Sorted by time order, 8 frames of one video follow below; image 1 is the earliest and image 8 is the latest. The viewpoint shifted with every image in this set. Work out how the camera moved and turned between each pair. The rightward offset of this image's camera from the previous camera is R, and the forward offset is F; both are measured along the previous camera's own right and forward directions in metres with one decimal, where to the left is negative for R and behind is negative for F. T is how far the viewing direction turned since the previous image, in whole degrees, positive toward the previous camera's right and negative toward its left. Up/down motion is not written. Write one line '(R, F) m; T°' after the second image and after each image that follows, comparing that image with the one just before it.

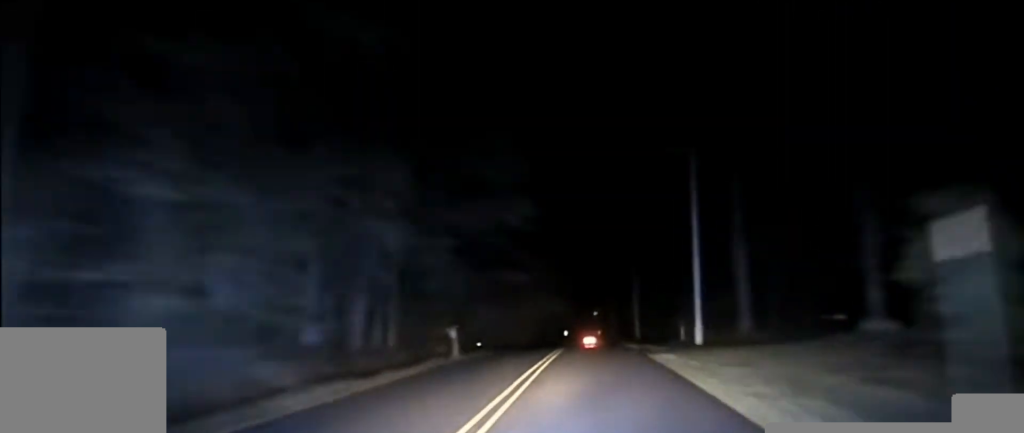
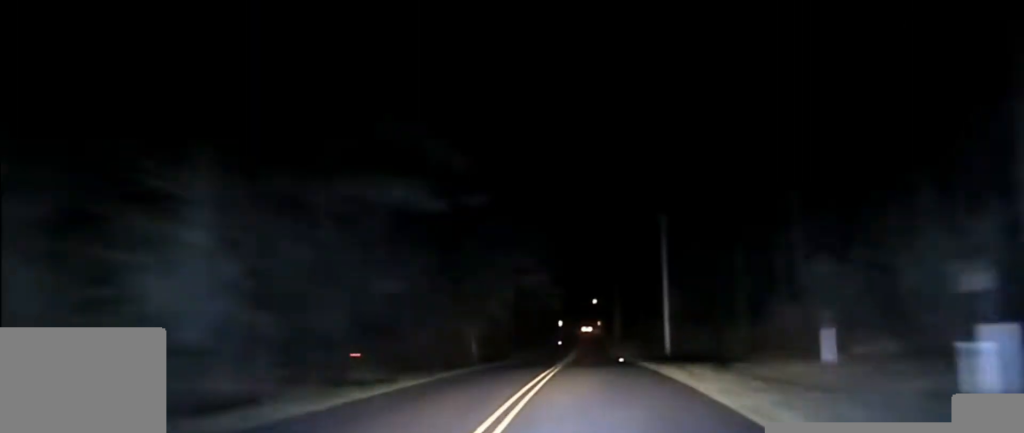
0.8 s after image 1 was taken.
(-0.1, +32.7) m; 0°
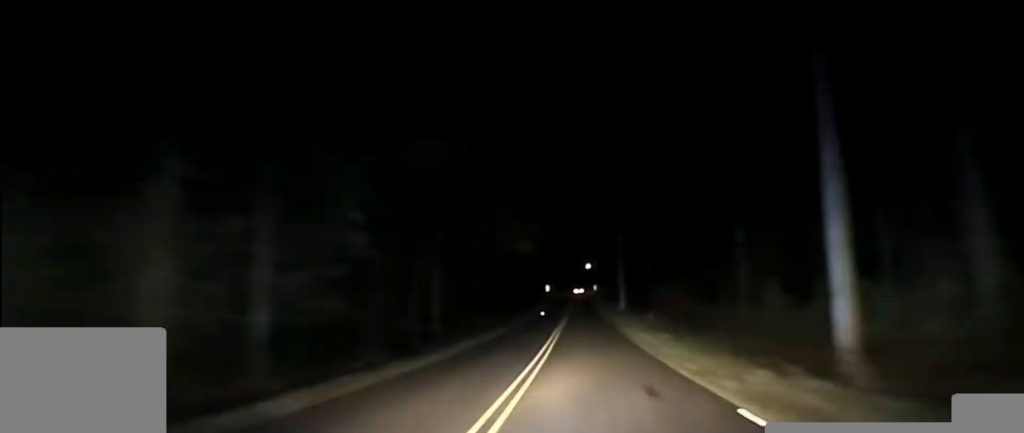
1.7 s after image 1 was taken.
(+0.1, +41.9) m; +1°
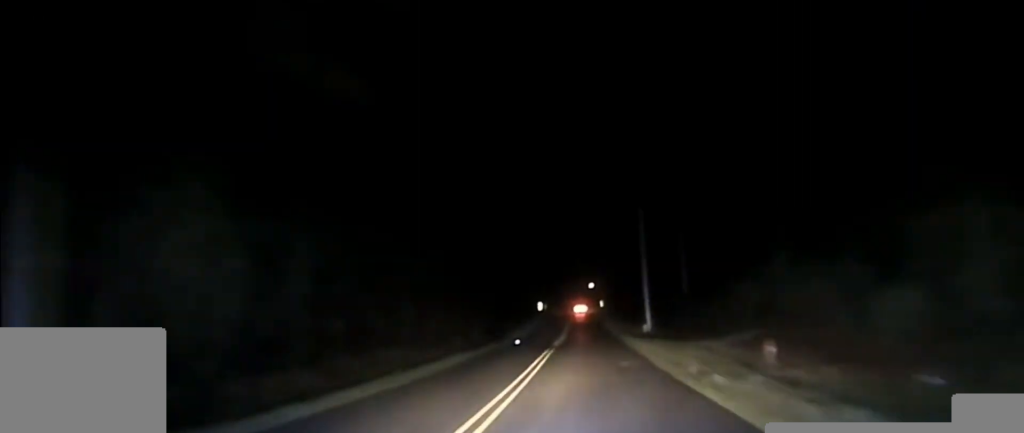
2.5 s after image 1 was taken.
(+0.4, +44.9) m; 0°
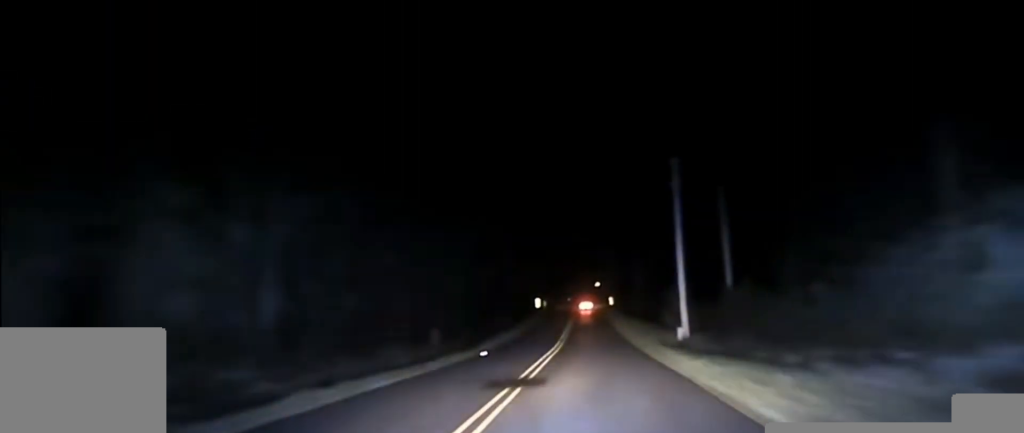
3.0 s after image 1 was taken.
(0.0, +24.5) m; 0°
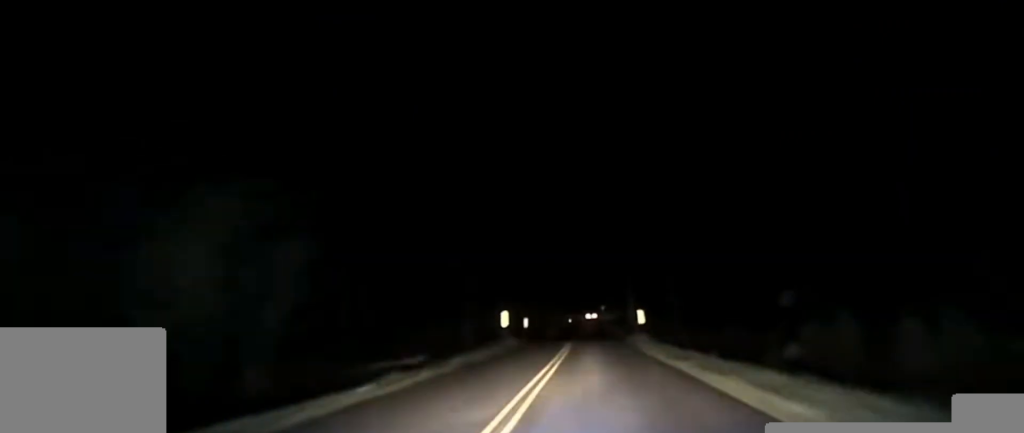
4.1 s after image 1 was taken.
(0.0, +55.5) m; 0°
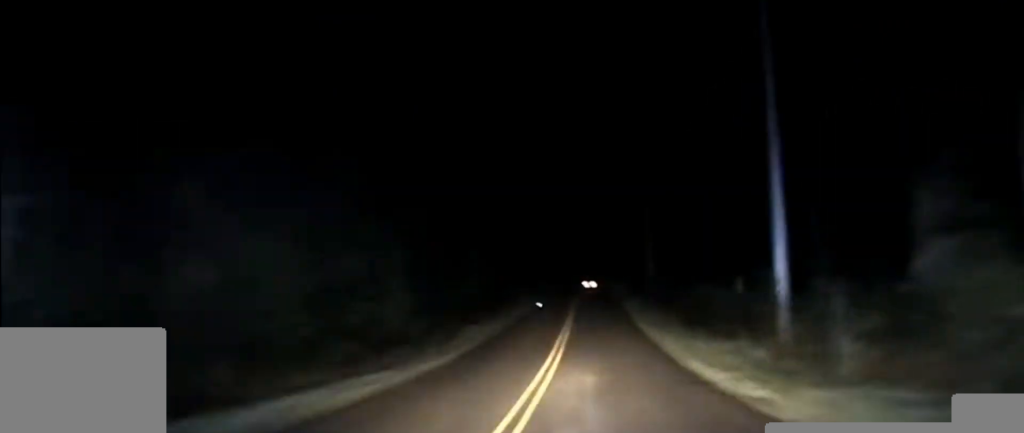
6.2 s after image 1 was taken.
(+0.6, +92.7) m; 0°
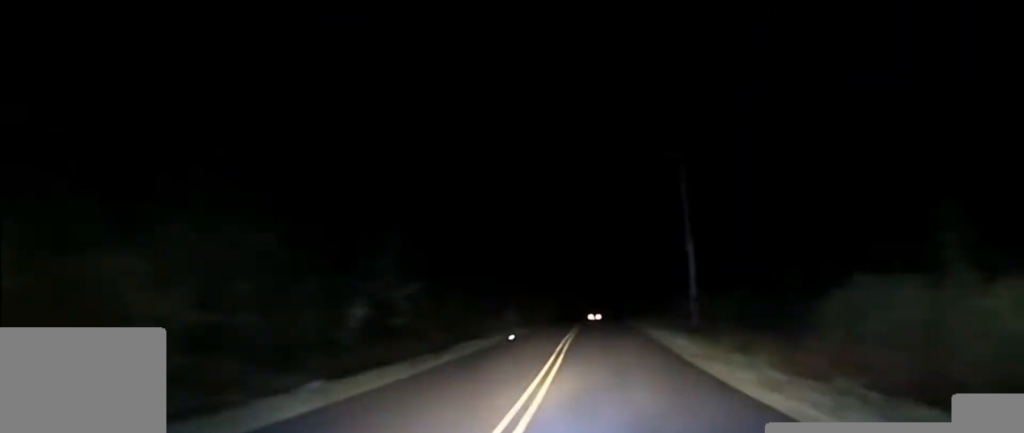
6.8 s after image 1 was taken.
(+0.1, +25.6) m; 0°
